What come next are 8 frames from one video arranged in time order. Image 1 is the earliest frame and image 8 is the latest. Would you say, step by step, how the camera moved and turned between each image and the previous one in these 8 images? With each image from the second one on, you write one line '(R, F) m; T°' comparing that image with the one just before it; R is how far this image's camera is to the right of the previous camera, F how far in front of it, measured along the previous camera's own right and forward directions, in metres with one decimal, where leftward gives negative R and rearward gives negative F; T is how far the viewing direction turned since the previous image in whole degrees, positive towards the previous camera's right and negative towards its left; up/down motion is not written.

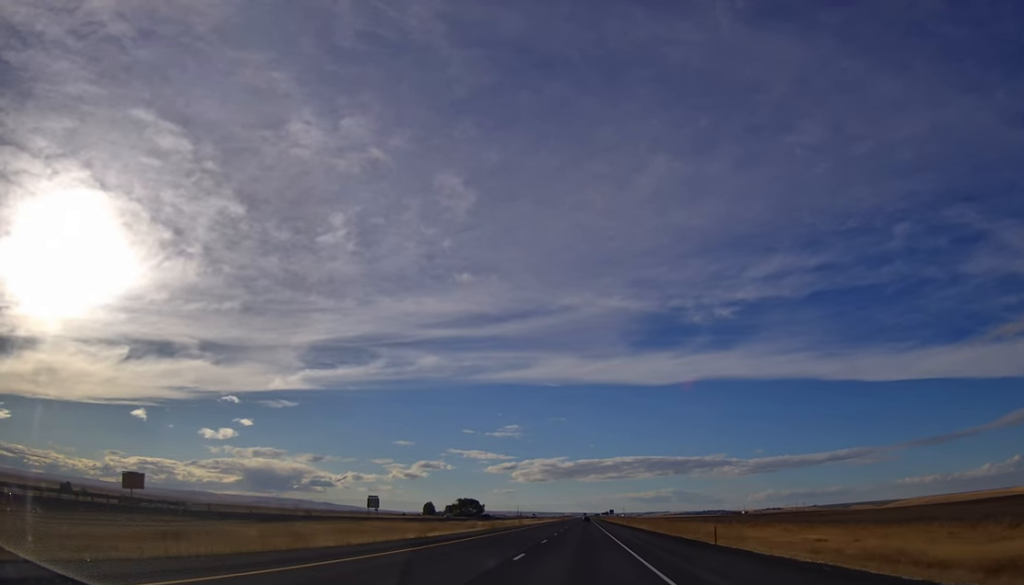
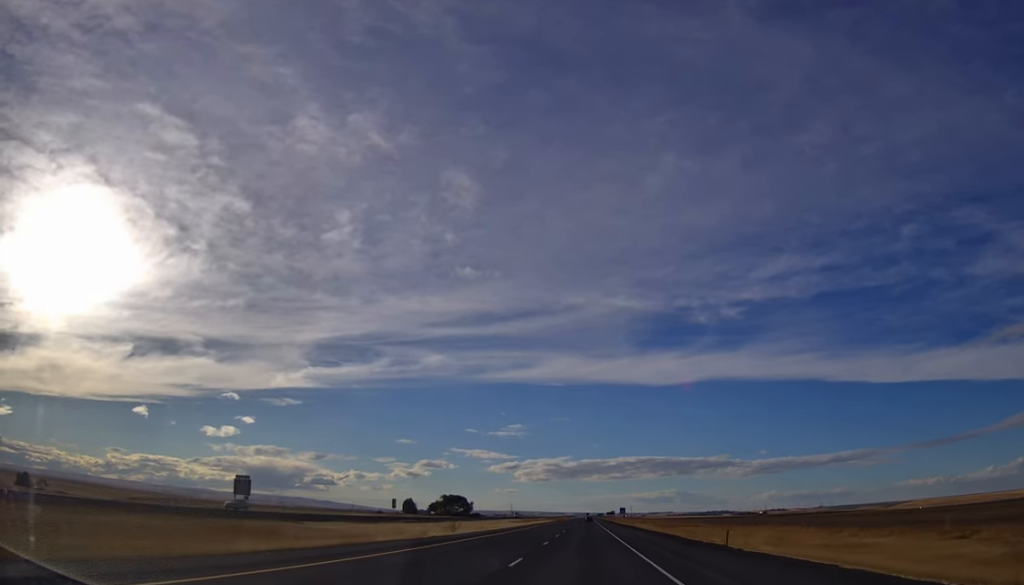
(+1.2, +76.3) m; +1°
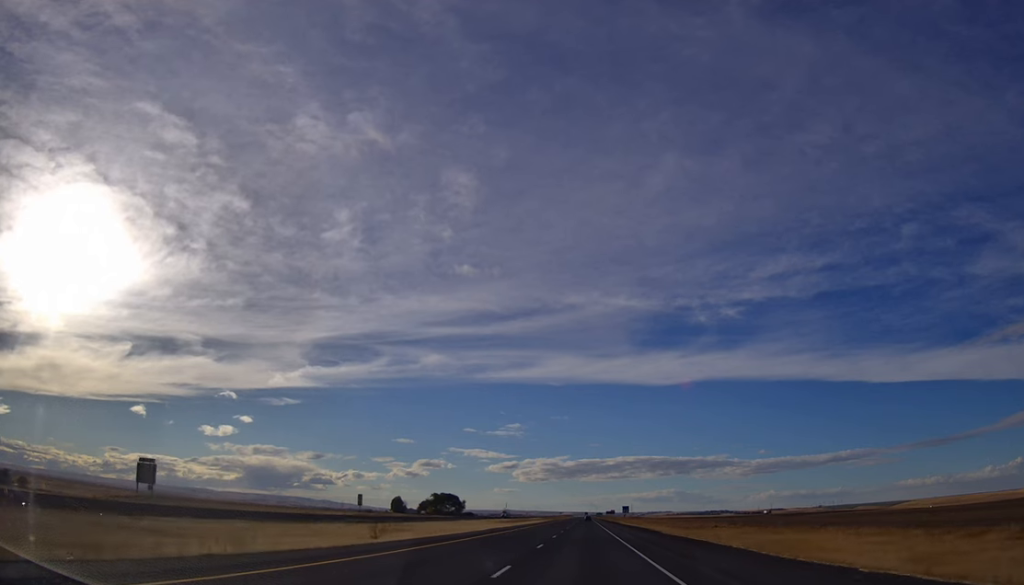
(-0.4, +27.7) m; -1°
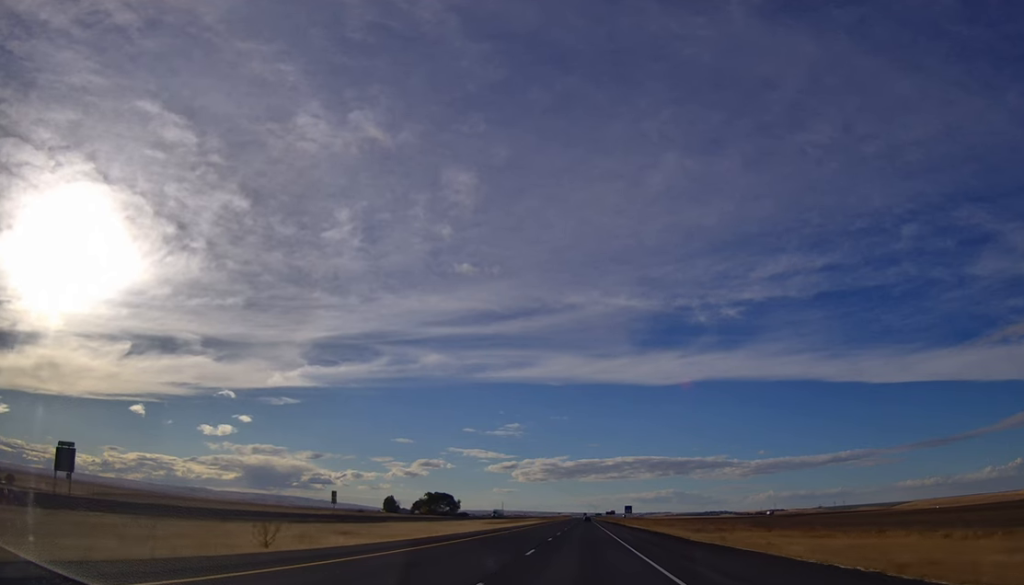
(-0.1, +16.7) m; 0°
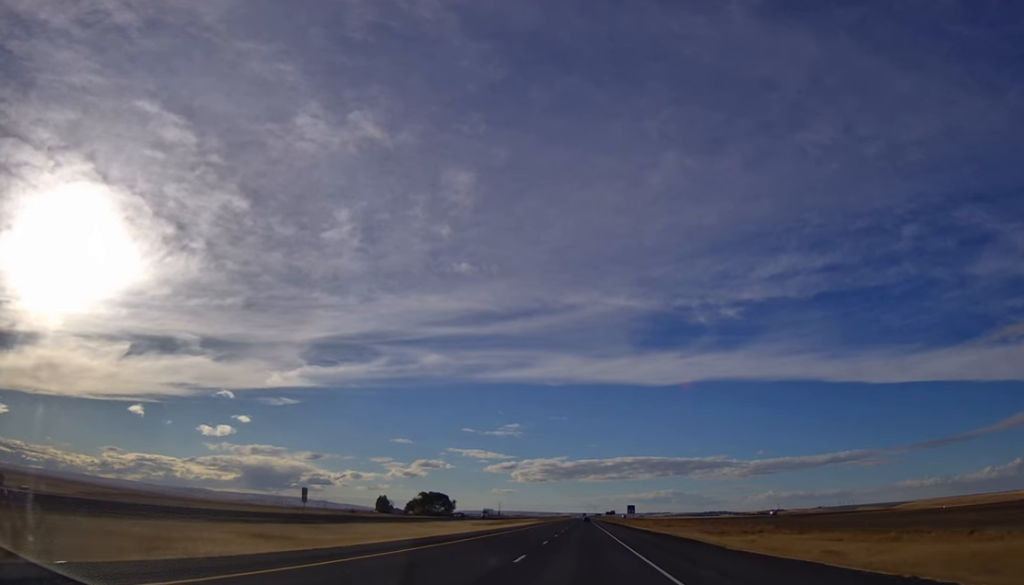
(-0.1, +15.6) m; 0°
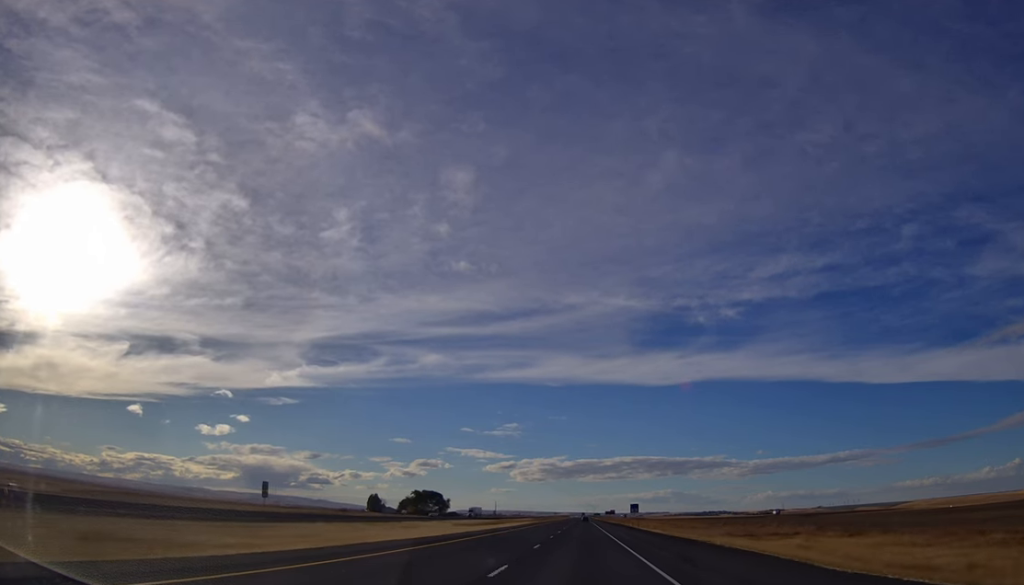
(+0.2, +16.7) m; 0°
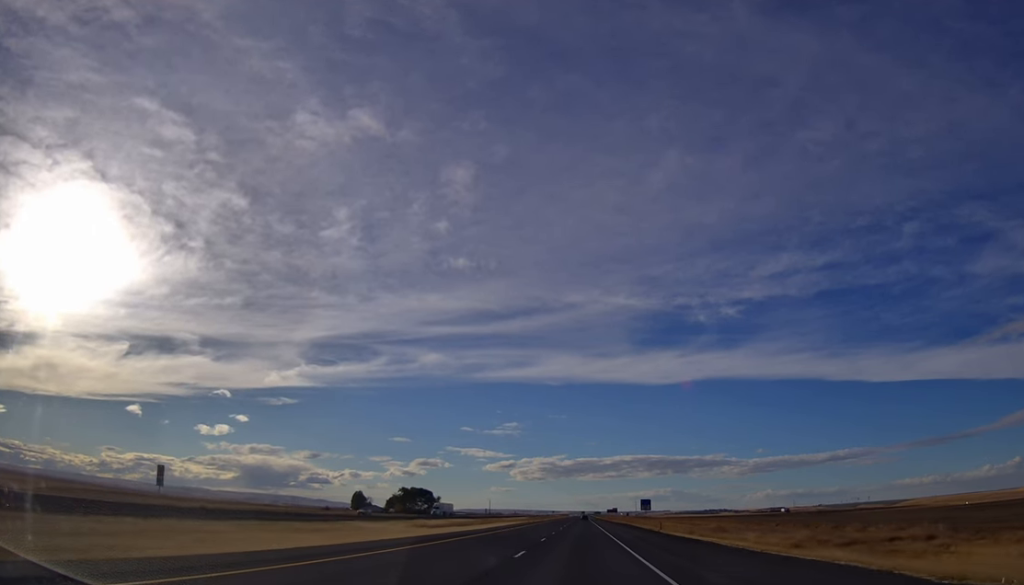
(+0.2, +31.1) m; 0°
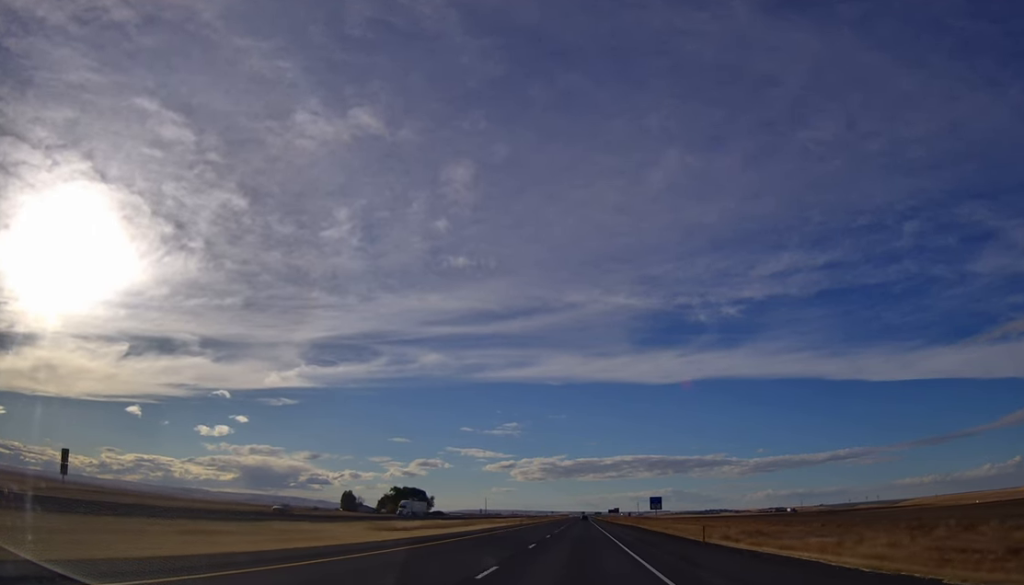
(-0.3, +18.9) m; -1°
